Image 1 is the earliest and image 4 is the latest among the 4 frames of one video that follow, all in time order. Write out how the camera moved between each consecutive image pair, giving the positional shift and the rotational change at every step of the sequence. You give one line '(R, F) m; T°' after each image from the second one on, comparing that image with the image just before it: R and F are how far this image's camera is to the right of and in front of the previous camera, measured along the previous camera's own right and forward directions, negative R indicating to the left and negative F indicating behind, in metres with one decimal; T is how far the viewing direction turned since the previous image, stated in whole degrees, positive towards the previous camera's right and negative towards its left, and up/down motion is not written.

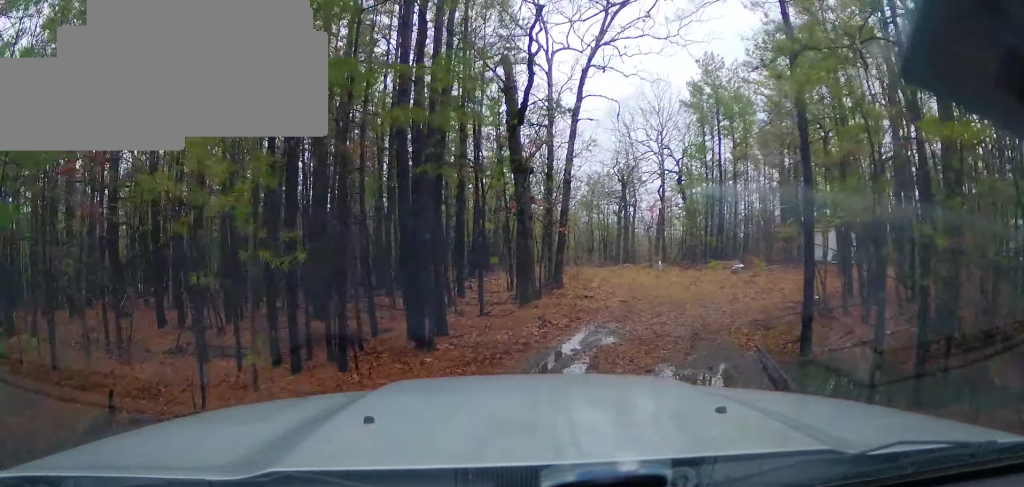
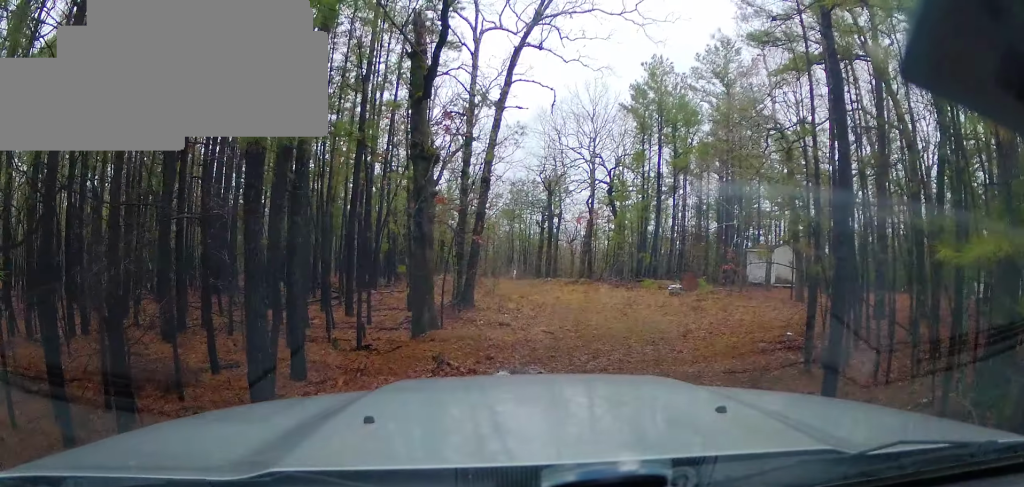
(+0.5, +3.7) m; +8°
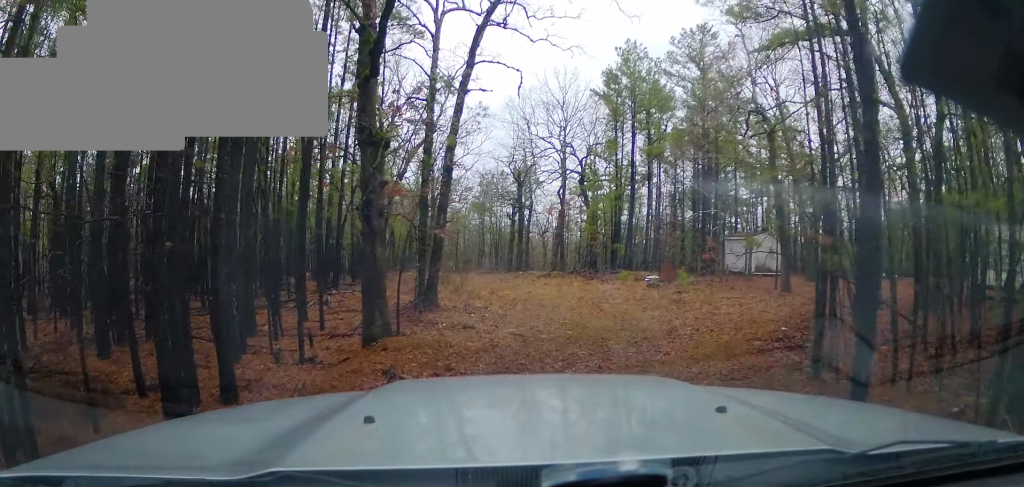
(0.0, +2.2) m; 0°
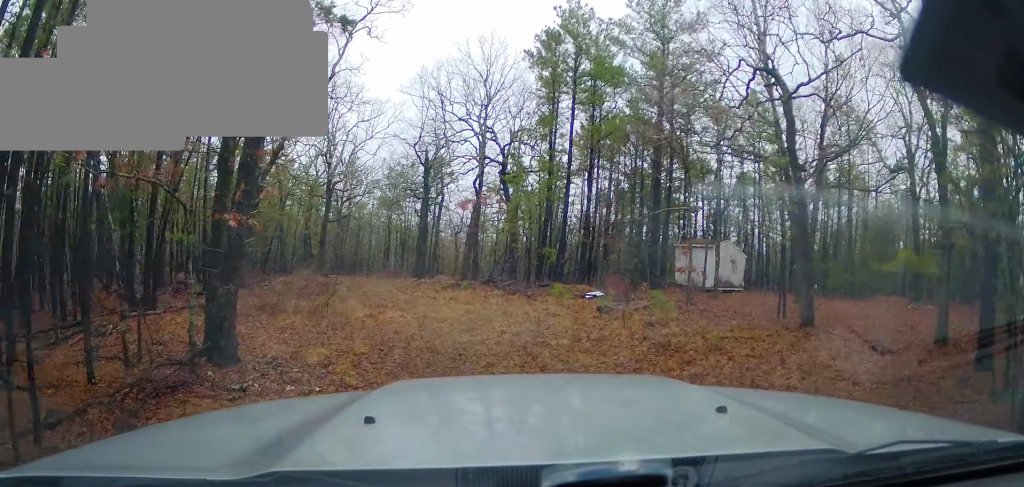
(-0.2, +4.6) m; 0°
